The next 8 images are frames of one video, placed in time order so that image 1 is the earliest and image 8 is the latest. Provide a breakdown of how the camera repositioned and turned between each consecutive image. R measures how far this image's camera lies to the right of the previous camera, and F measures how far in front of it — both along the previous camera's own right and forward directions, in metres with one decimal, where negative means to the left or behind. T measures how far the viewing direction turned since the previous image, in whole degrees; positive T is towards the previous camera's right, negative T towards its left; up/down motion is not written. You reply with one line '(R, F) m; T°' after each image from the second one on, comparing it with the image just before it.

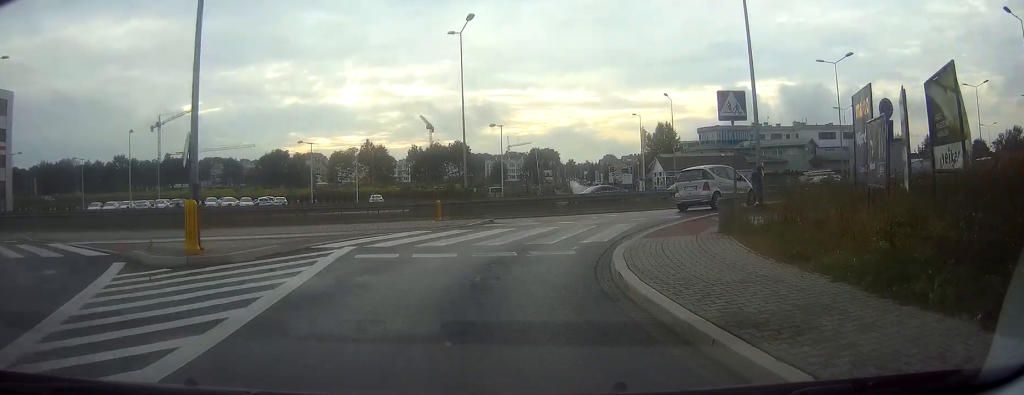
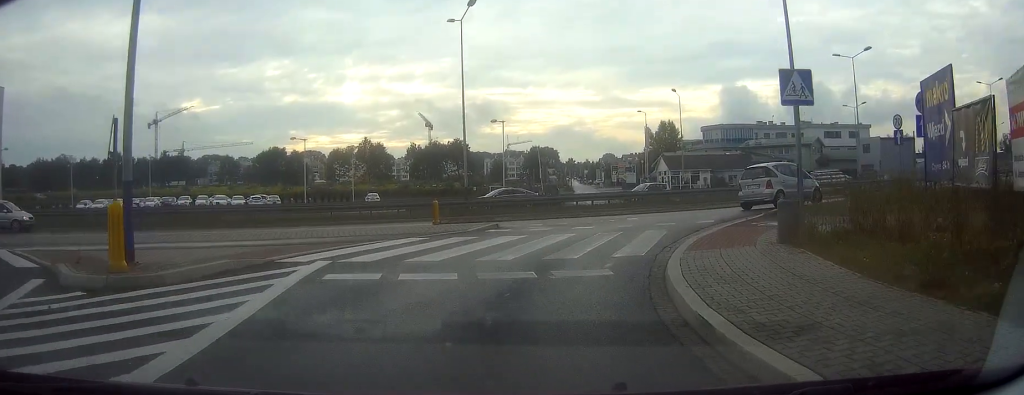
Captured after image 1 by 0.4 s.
(0.0, +2.9) m; +1°
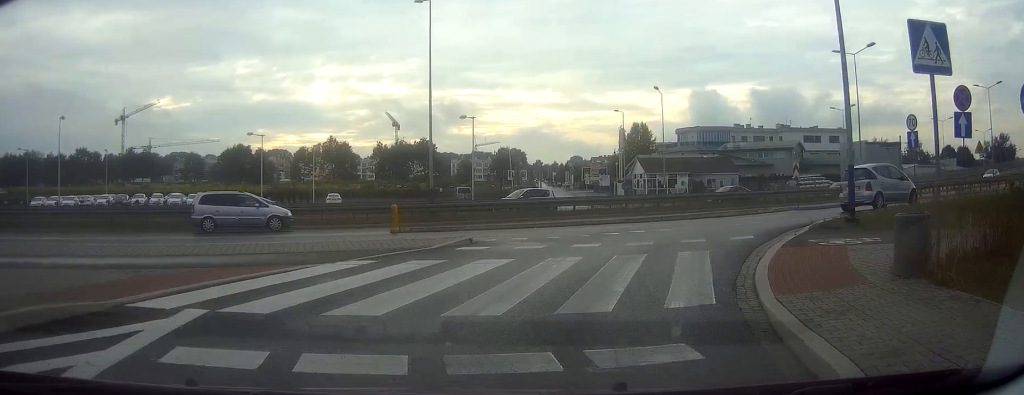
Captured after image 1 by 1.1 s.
(+0.1, +4.6) m; +3°
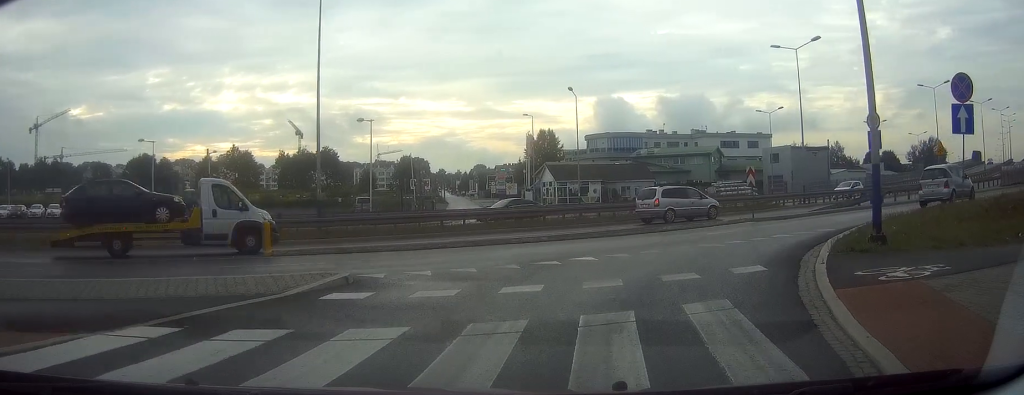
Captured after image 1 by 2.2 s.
(+0.2, +5.1) m; +6°
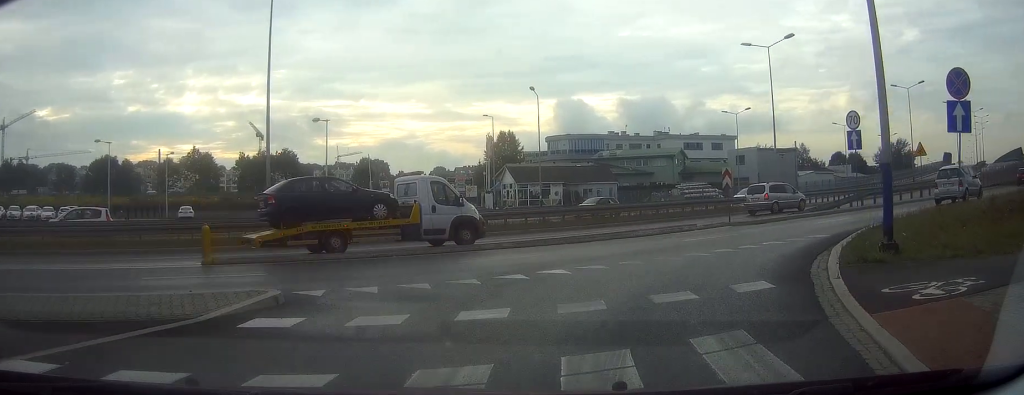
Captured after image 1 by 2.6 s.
(0.0, +1.7) m; +3°
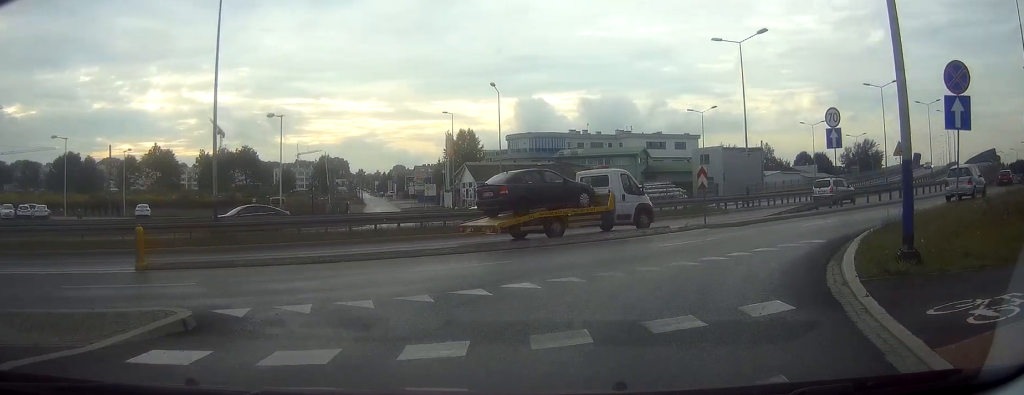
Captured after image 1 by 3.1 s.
(+0.1, +1.6) m; +4°
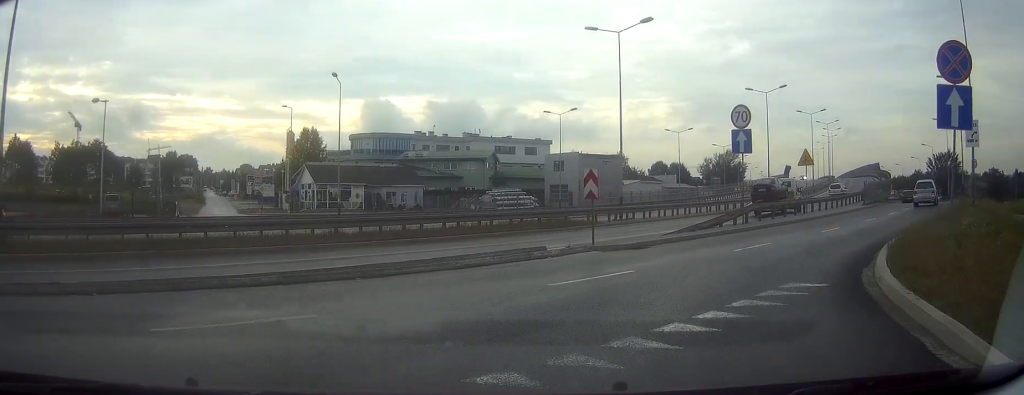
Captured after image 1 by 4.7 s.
(+0.6, +5.3) m; +14°
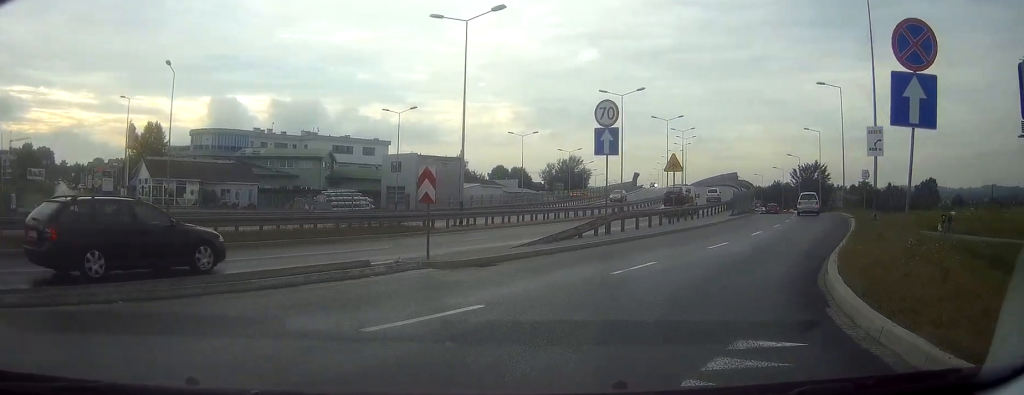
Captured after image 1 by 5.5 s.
(+0.3, +3.6) m; +11°
